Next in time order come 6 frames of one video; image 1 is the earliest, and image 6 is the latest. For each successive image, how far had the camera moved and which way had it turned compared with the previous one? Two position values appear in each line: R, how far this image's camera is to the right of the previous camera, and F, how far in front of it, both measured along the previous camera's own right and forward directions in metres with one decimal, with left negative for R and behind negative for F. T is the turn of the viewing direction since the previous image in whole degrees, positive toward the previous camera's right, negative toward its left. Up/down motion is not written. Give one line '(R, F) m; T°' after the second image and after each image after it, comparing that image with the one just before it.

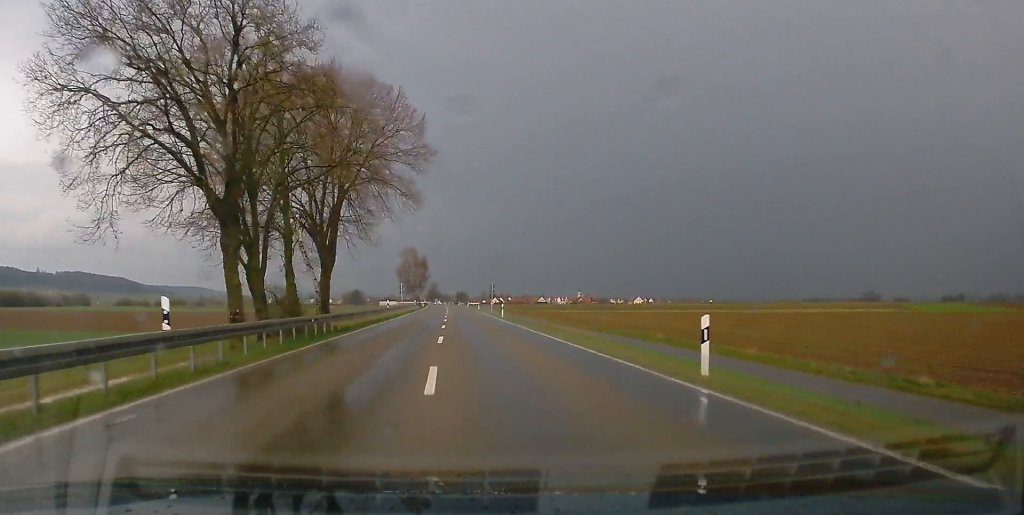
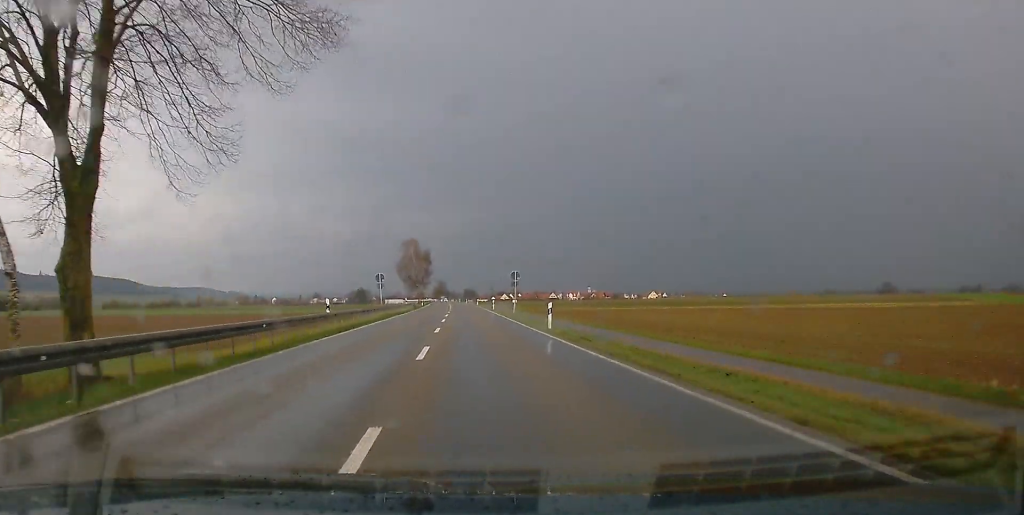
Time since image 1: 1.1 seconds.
(-0.2, +29.8) m; 0°
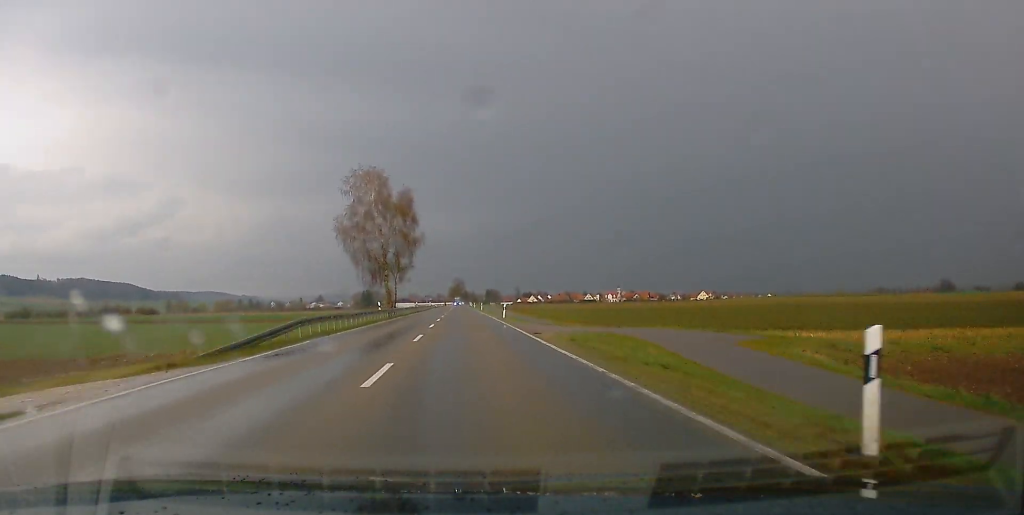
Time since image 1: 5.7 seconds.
(-0.6, +126.2) m; -1°
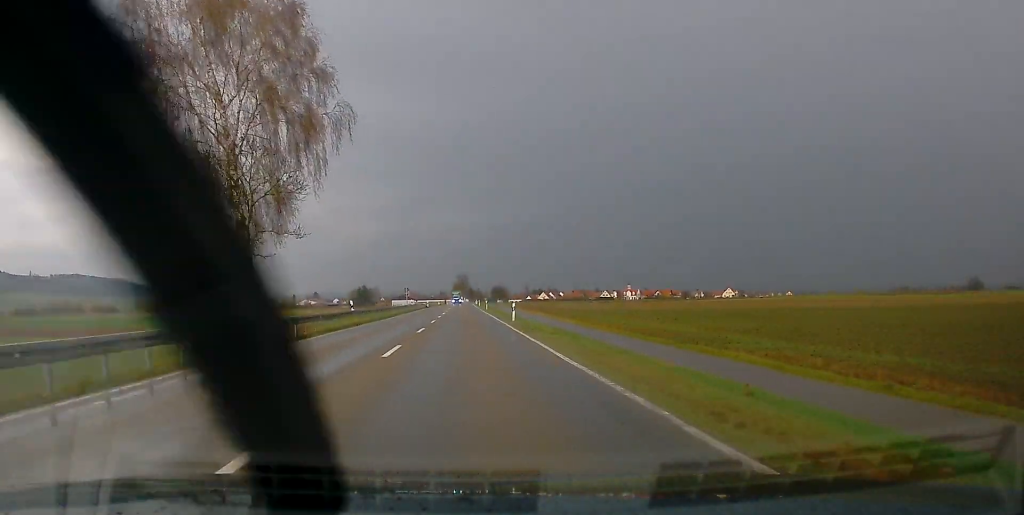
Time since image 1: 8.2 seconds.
(-0.6, +67.2) m; 0°
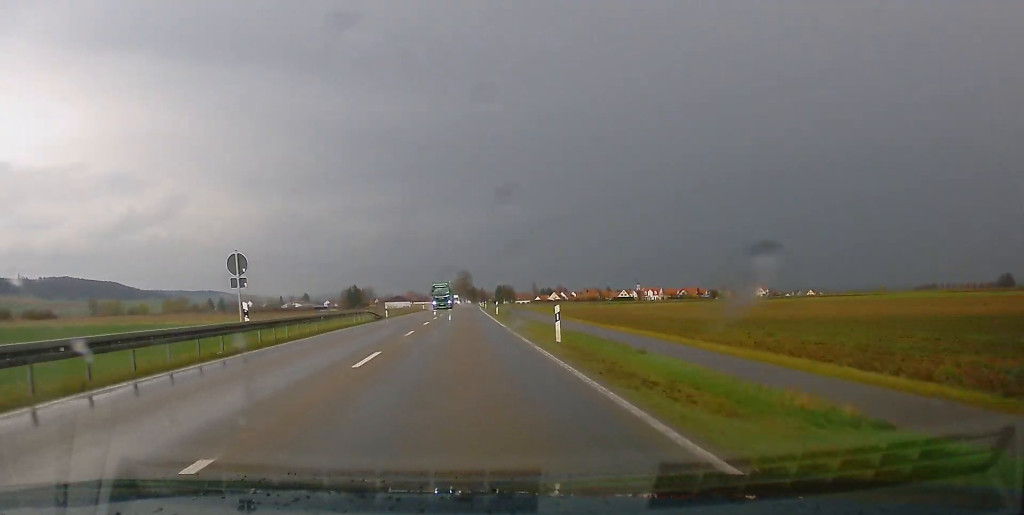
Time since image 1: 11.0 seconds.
(+0.1, +74.6) m; 0°
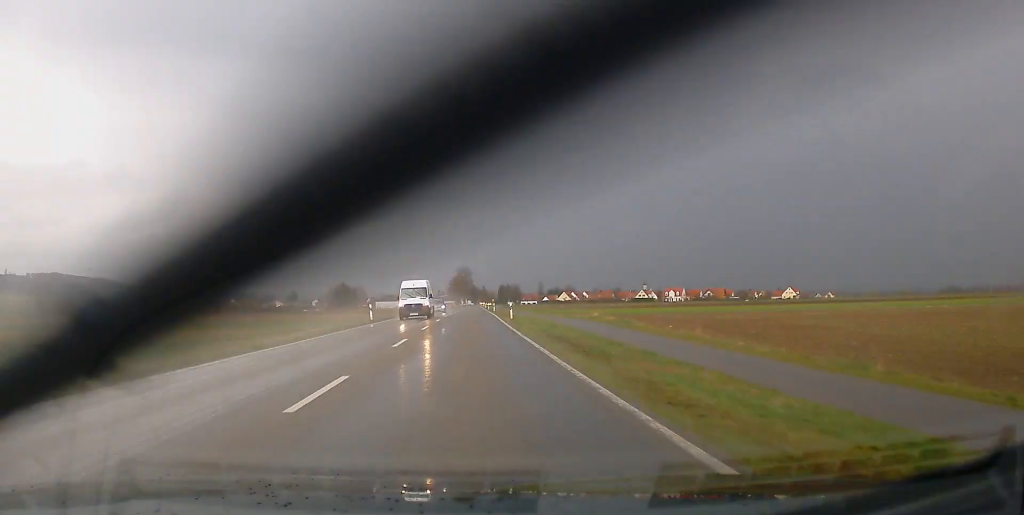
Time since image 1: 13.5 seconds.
(-0.1, +65.8) m; 0°
